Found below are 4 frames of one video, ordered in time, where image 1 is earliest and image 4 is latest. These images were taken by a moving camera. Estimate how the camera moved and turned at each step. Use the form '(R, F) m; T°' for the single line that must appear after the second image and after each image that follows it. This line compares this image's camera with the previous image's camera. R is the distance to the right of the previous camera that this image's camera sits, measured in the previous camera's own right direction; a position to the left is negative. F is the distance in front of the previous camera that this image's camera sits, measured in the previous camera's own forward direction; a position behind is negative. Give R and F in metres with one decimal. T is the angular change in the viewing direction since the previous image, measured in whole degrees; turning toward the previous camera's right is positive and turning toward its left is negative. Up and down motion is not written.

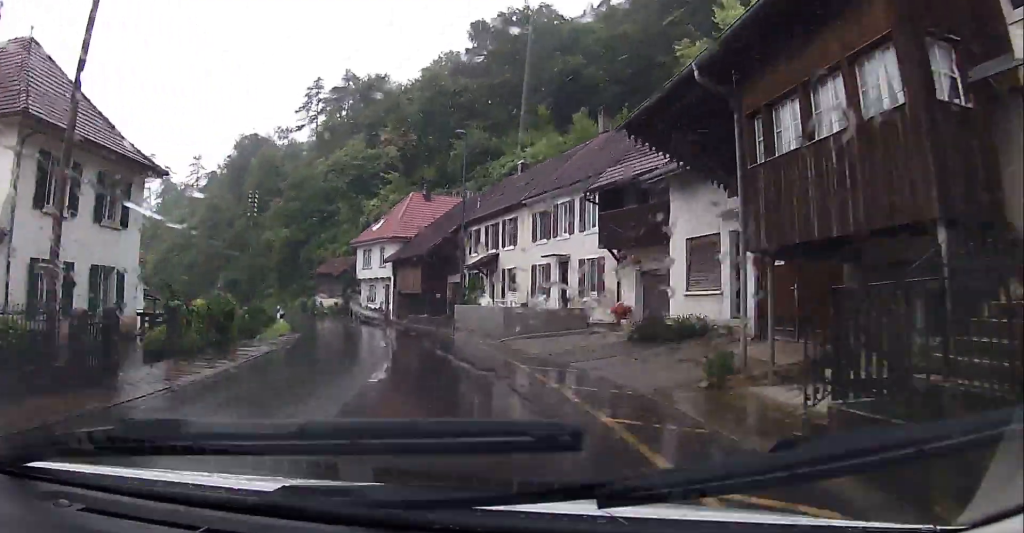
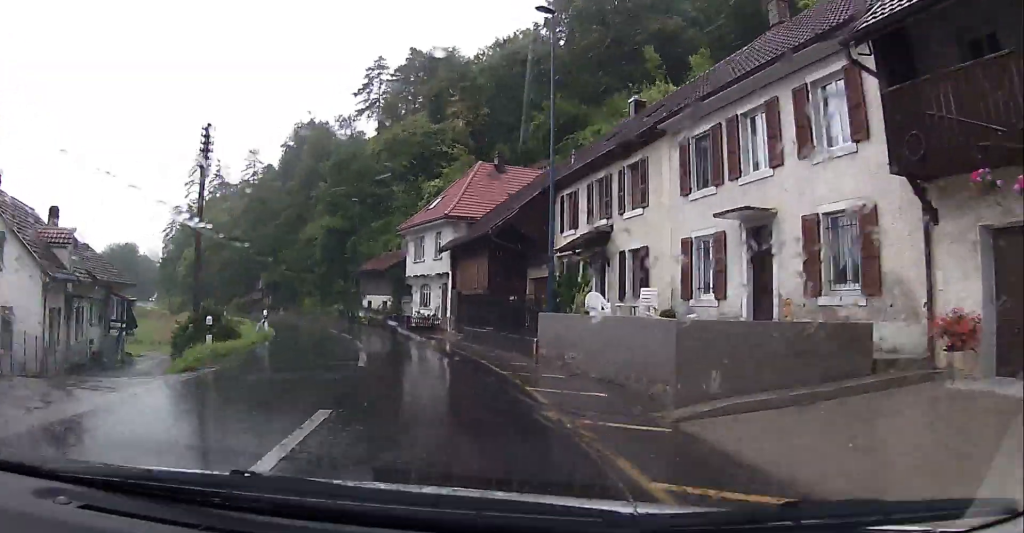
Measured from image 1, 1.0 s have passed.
(-1.0, +14.8) m; -8°
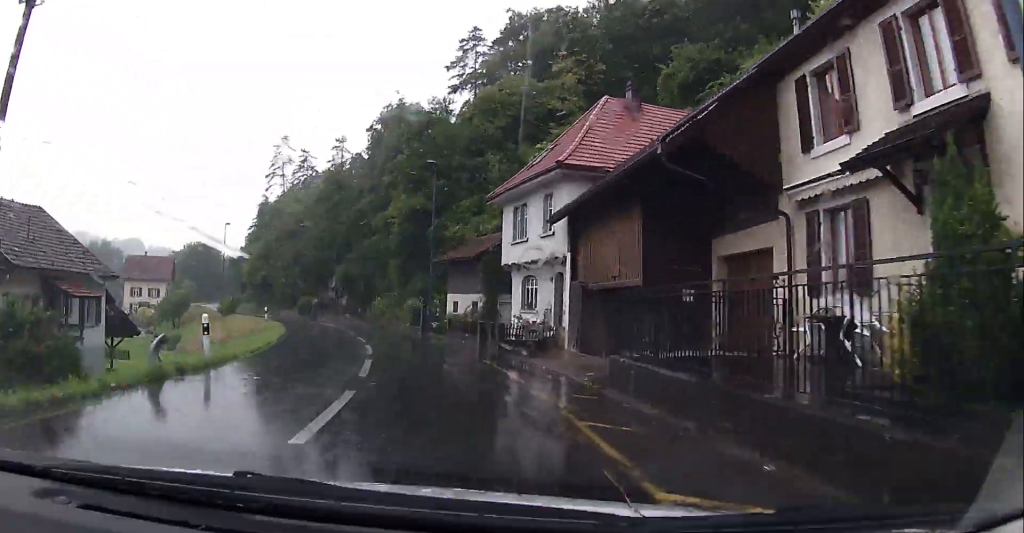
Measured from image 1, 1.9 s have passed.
(-1.0, +13.9) m; -9°
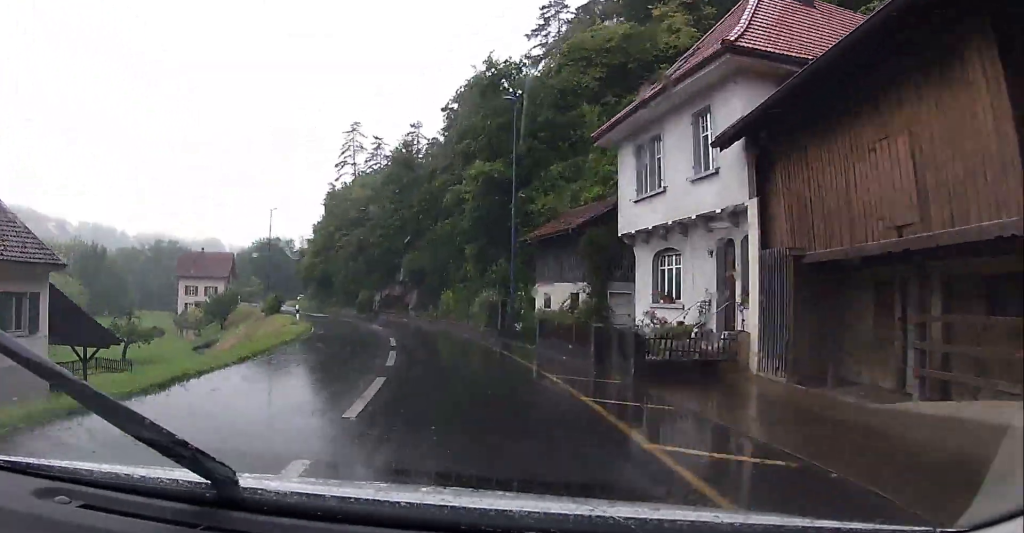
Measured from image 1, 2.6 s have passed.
(-0.5, +10.7) m; -7°
